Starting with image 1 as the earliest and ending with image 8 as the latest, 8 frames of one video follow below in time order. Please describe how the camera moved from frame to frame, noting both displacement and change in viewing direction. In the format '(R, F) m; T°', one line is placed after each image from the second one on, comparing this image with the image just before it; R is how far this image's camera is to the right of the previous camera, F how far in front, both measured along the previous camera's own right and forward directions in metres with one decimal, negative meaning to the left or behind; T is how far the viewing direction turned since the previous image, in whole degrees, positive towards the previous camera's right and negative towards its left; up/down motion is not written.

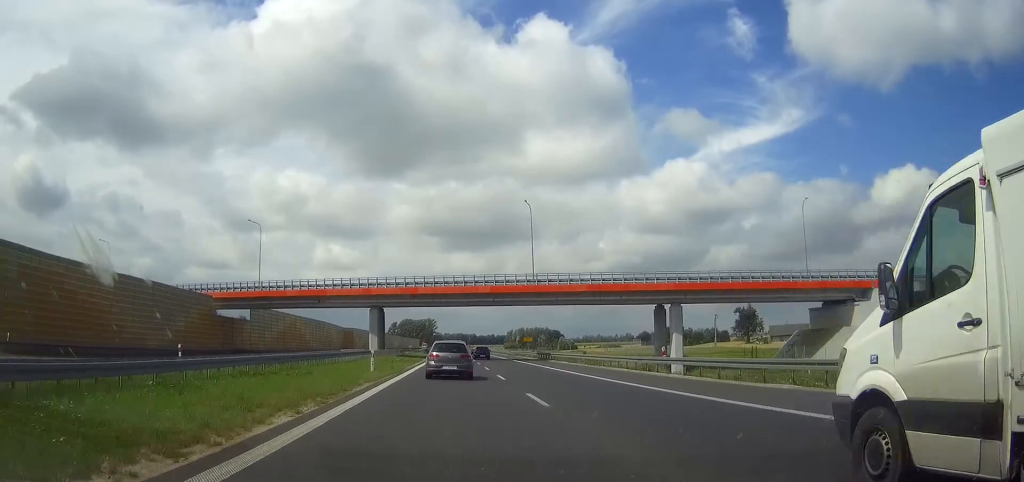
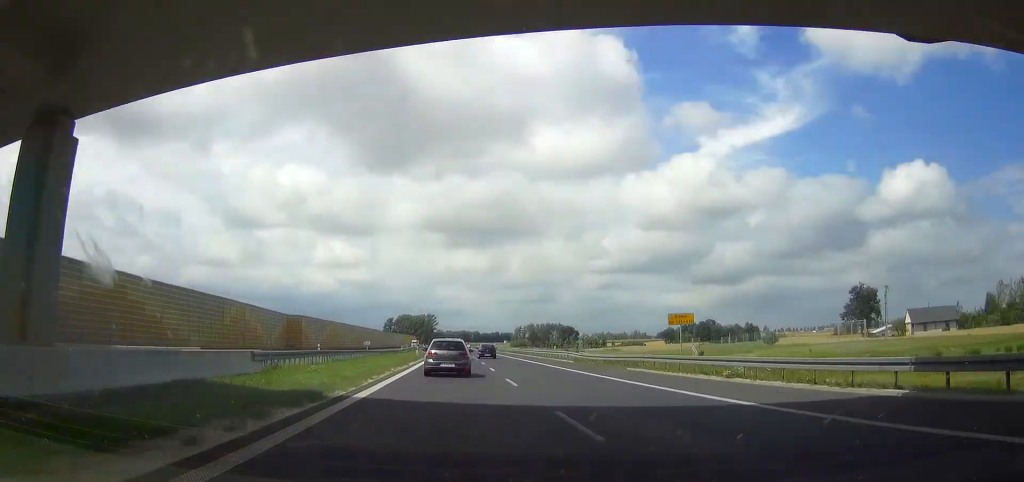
(+0.1, +64.9) m; 0°
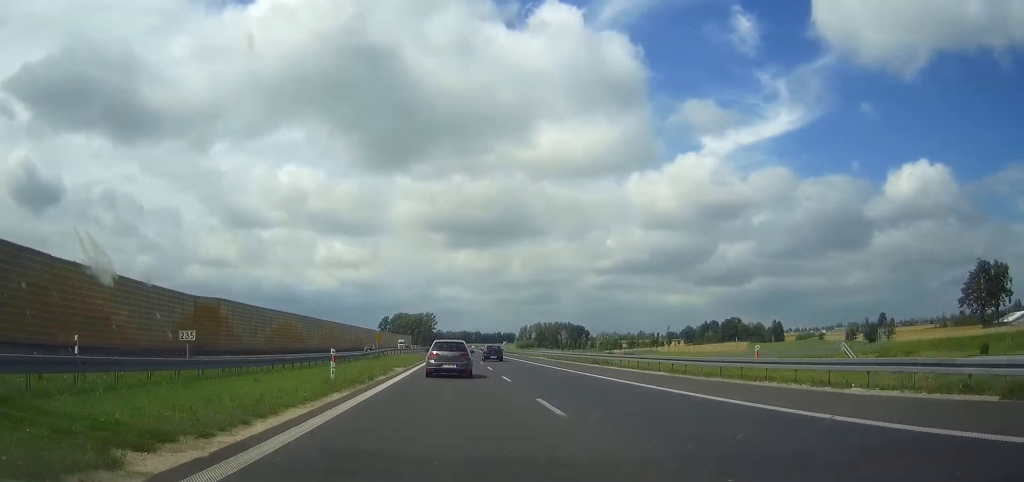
(+0.2, +44.5) m; 0°
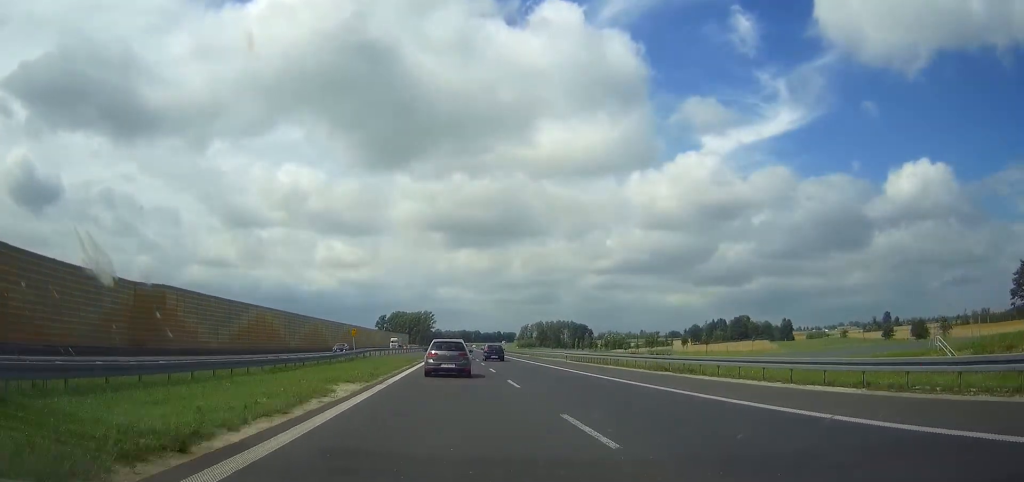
(-0.1, +15.8) m; 0°
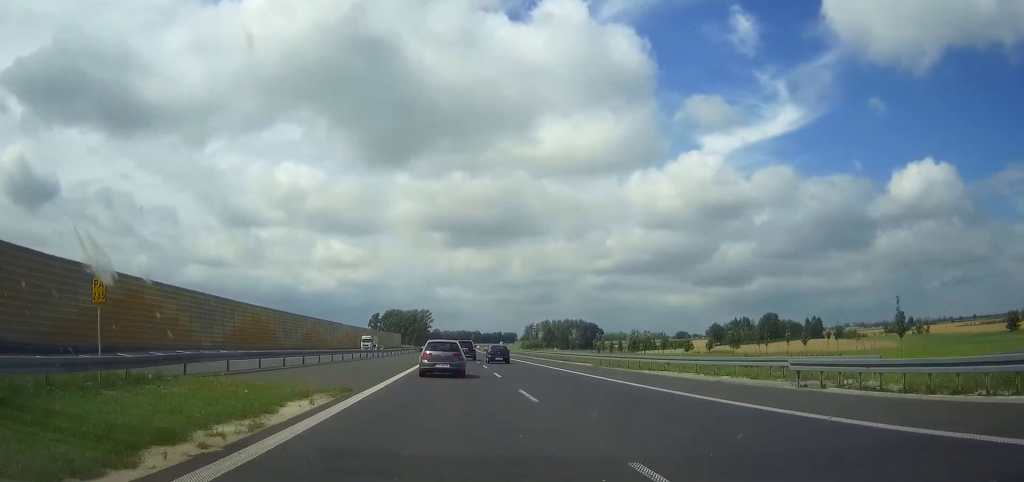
(-0.3, +40.9) m; 0°
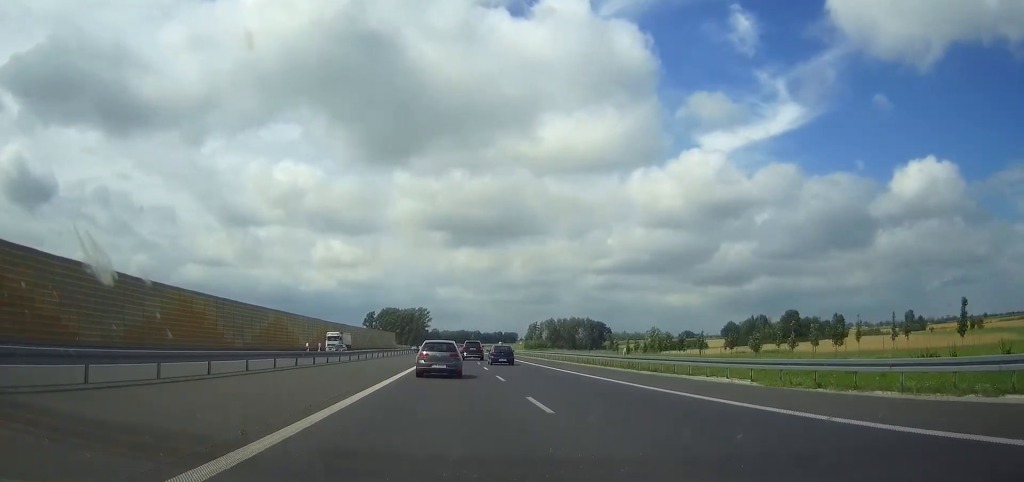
(-0.1, +26.5) m; 0°
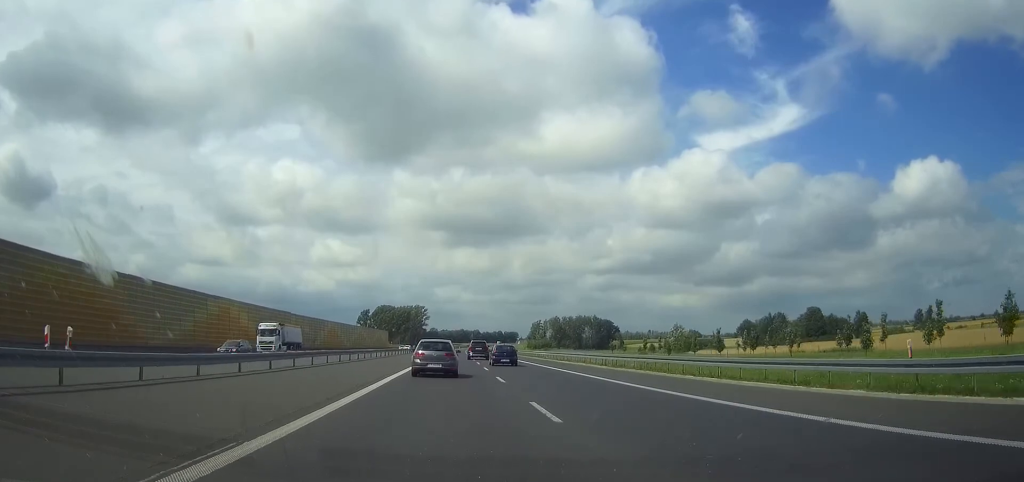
(+0.1, +25.4) m; 0°
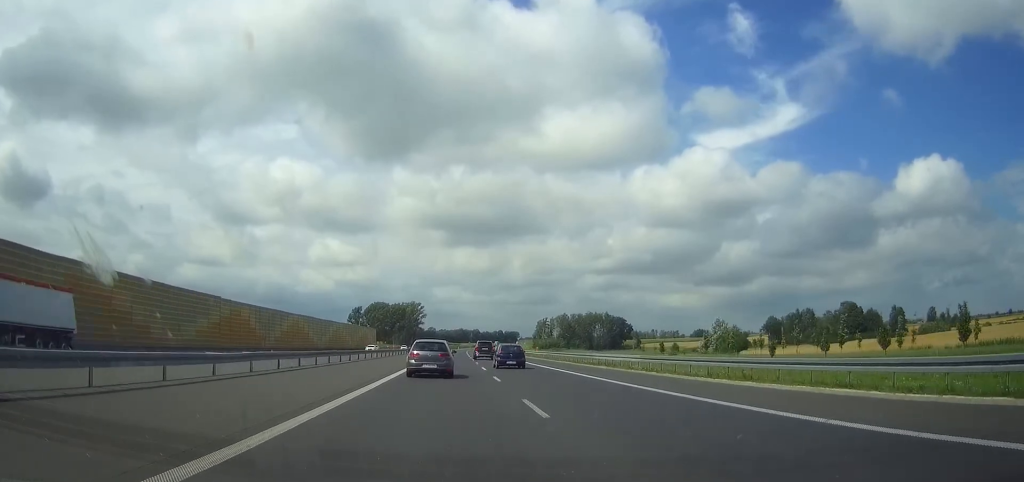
(+0.1, +35.0) m; 0°
